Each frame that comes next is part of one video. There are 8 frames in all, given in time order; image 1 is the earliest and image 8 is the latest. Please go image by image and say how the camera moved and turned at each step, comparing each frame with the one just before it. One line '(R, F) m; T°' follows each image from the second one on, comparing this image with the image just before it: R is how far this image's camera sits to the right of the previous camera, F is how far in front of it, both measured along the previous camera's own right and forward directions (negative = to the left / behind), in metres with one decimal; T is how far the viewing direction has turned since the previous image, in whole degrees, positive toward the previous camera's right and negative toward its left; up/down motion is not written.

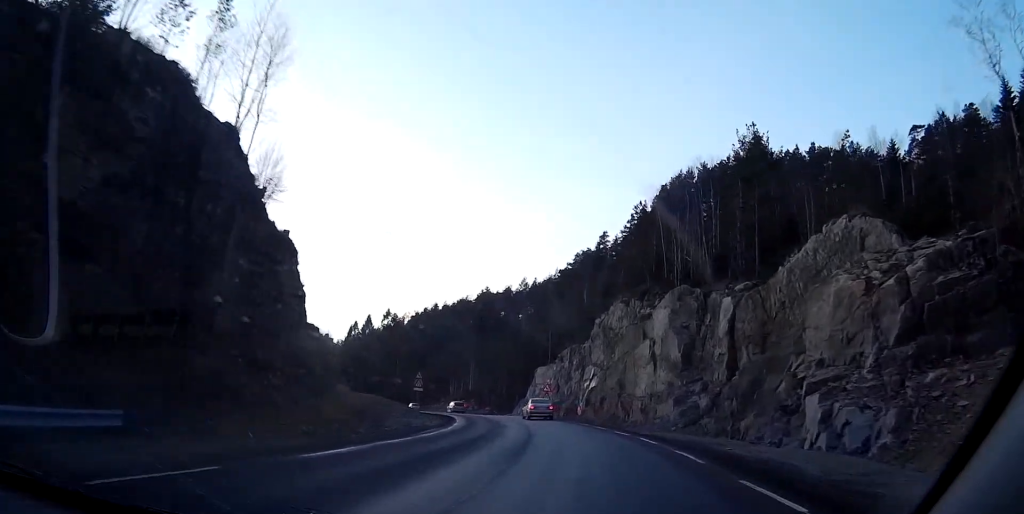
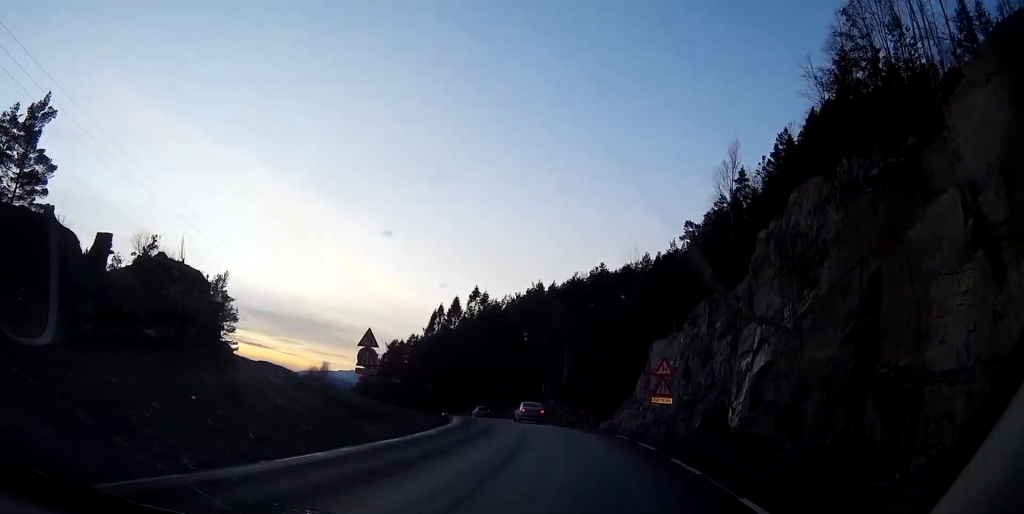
(-5.2, +34.2) m; -14°
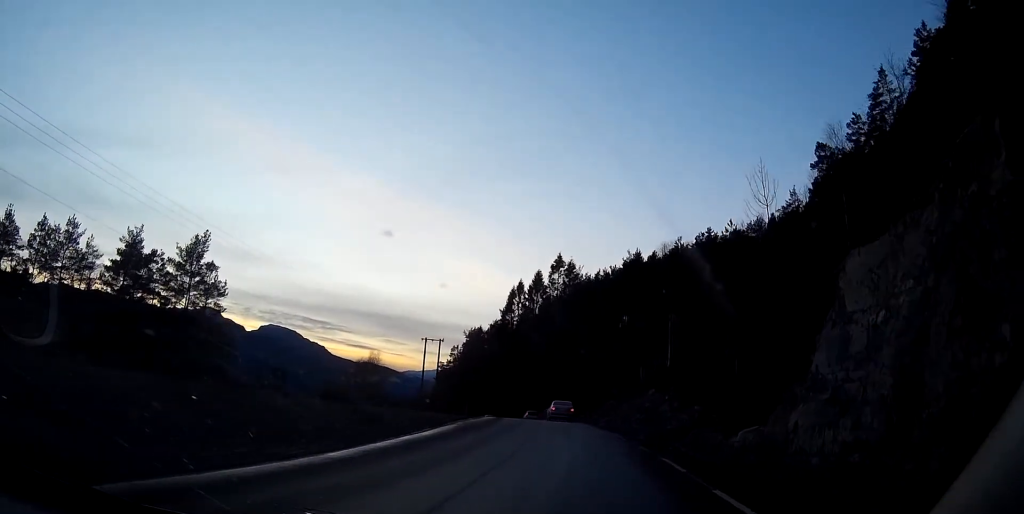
(-0.6, +25.8) m; -2°
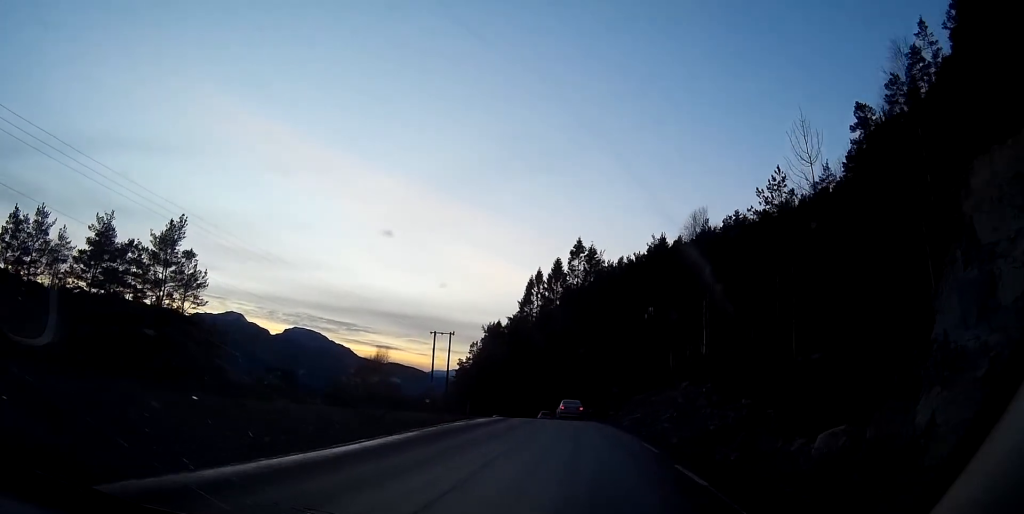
(-0.1, +7.7) m; -1°
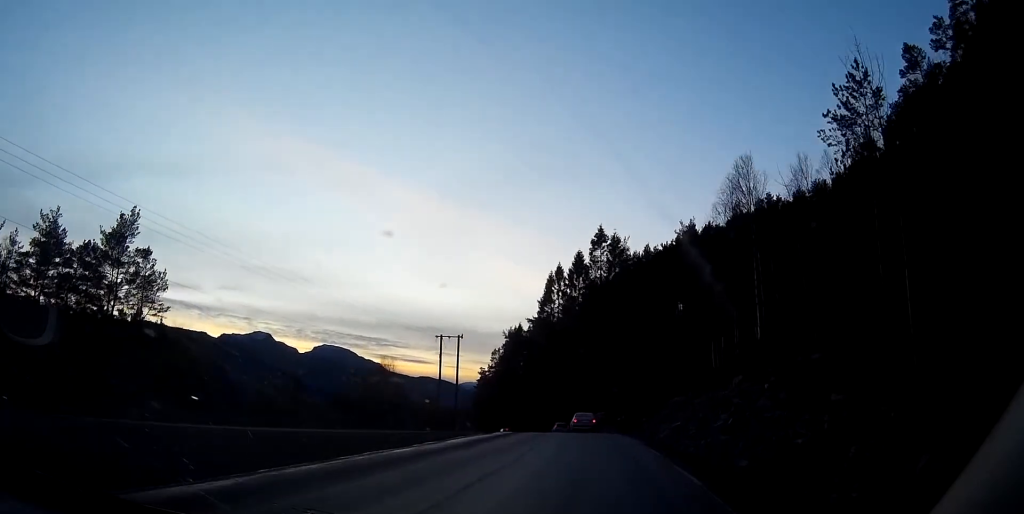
(-0.1, +9.7) m; -1°
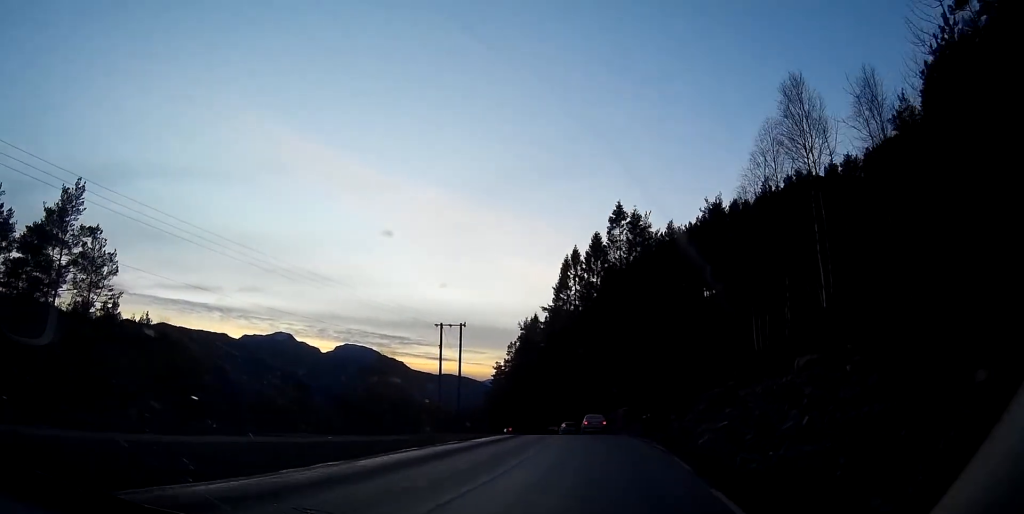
(-0.1, +7.8) m; -1°
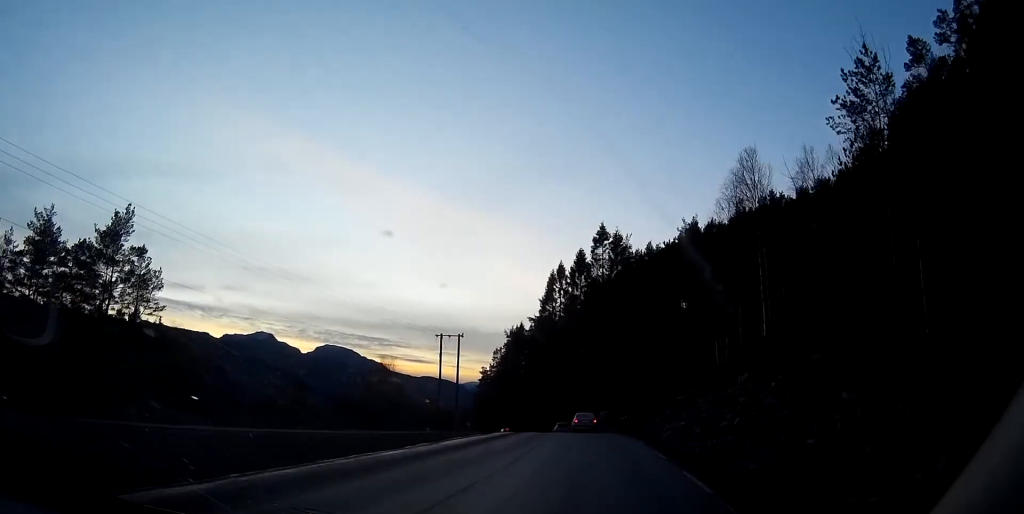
(0.0, +4.9) m; -1°
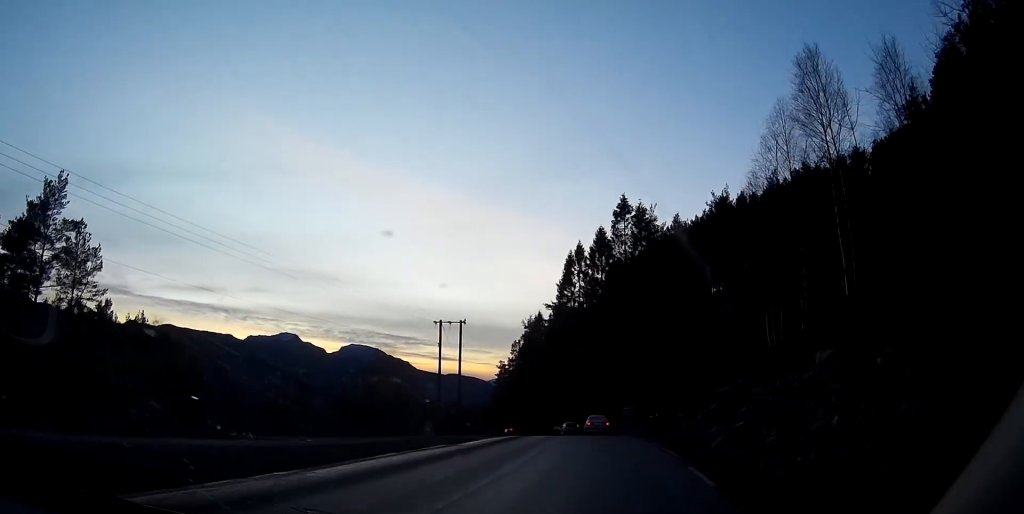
(-0.1, +9.0) m; -2°
